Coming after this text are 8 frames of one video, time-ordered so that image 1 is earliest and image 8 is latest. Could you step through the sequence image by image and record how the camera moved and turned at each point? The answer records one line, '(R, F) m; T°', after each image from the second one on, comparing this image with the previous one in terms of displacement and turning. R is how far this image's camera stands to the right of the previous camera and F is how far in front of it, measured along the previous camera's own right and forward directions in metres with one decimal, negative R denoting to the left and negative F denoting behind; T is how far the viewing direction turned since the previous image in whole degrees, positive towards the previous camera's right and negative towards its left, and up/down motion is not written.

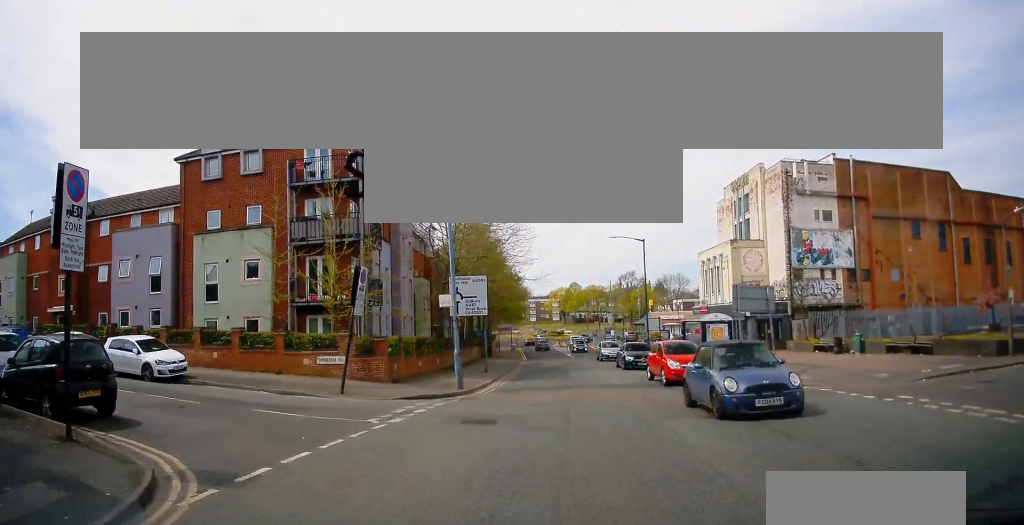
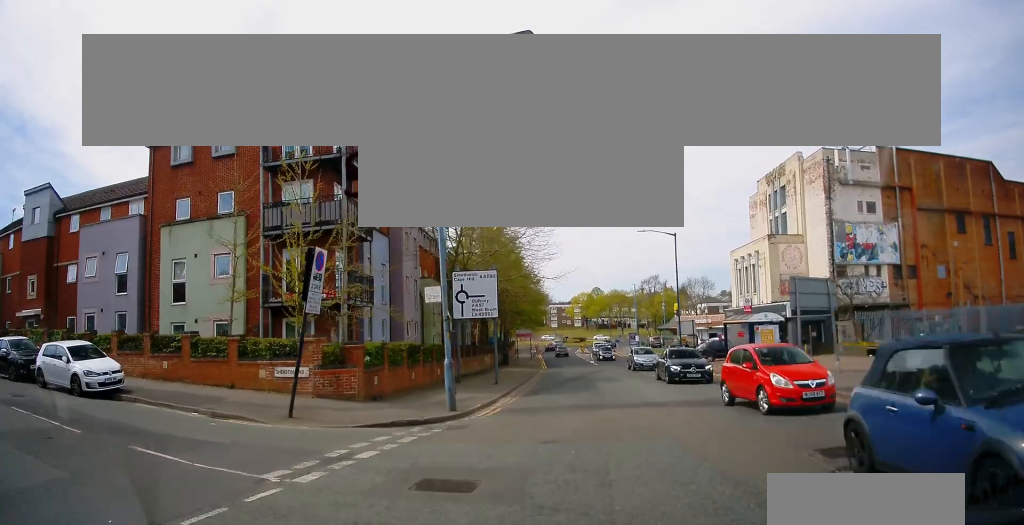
(0.0, +4.6) m; -1°
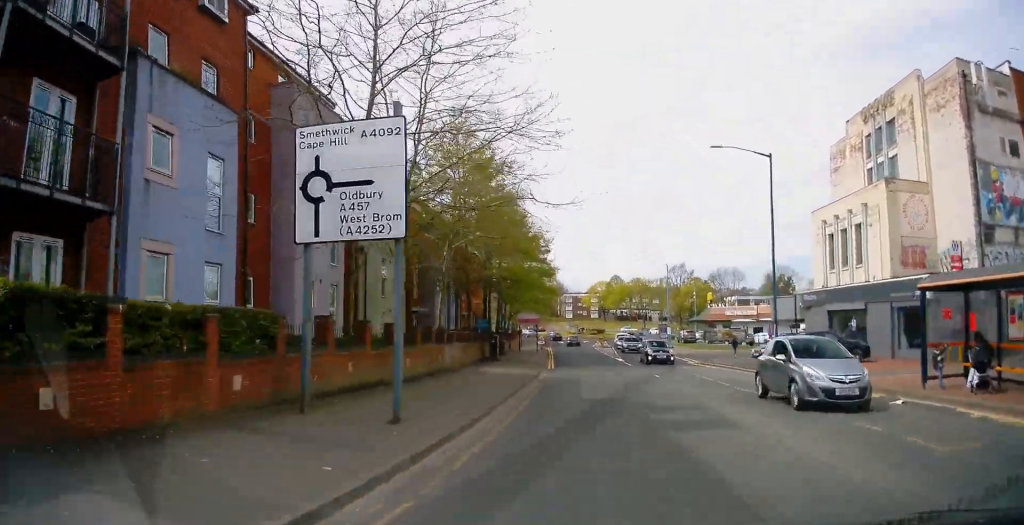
(-0.5, +16.2) m; 0°
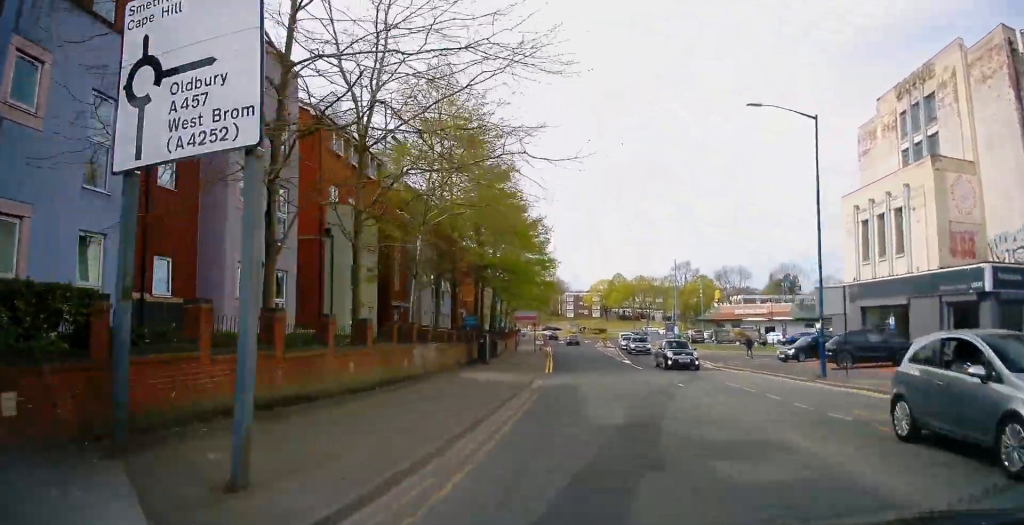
(0.0, +4.5) m; +1°
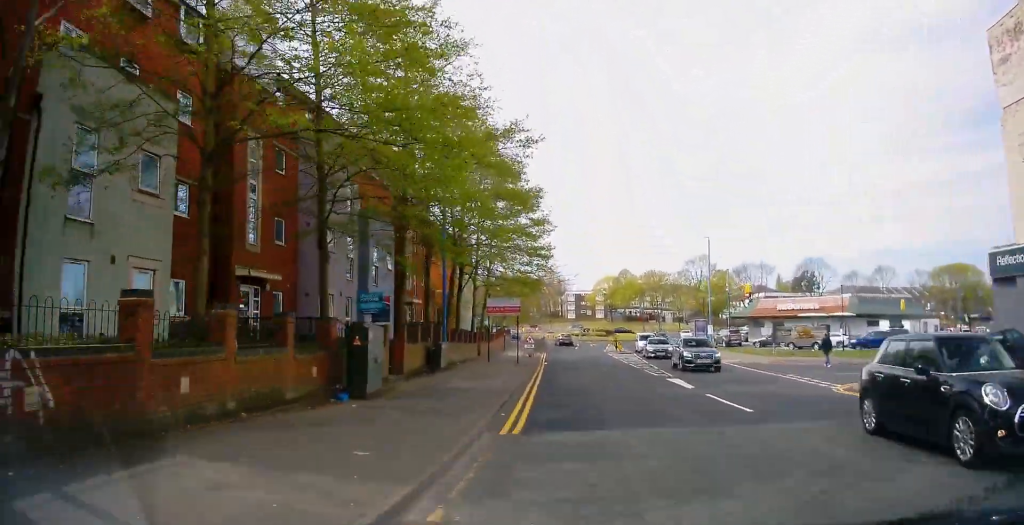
(-0.1, +16.9) m; -1°
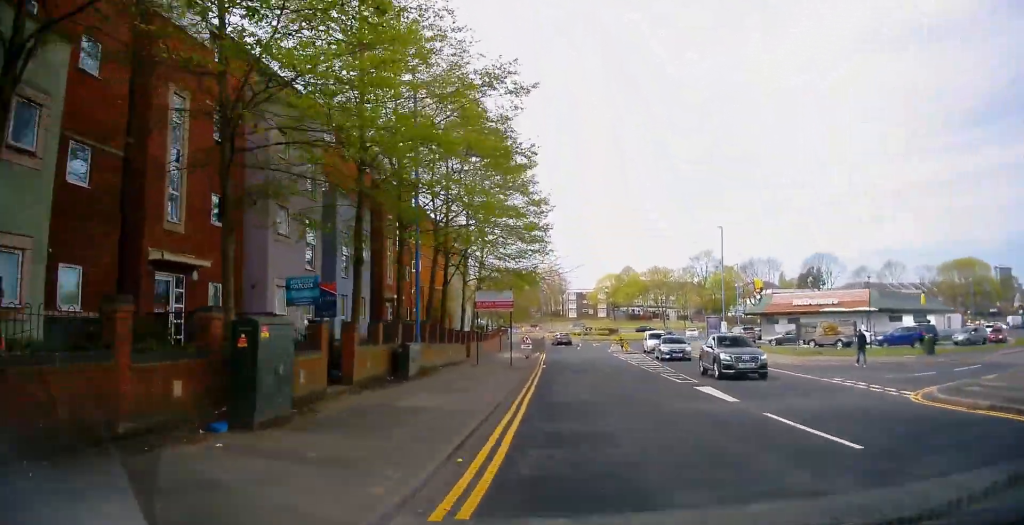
(0.0, +4.4) m; 0°
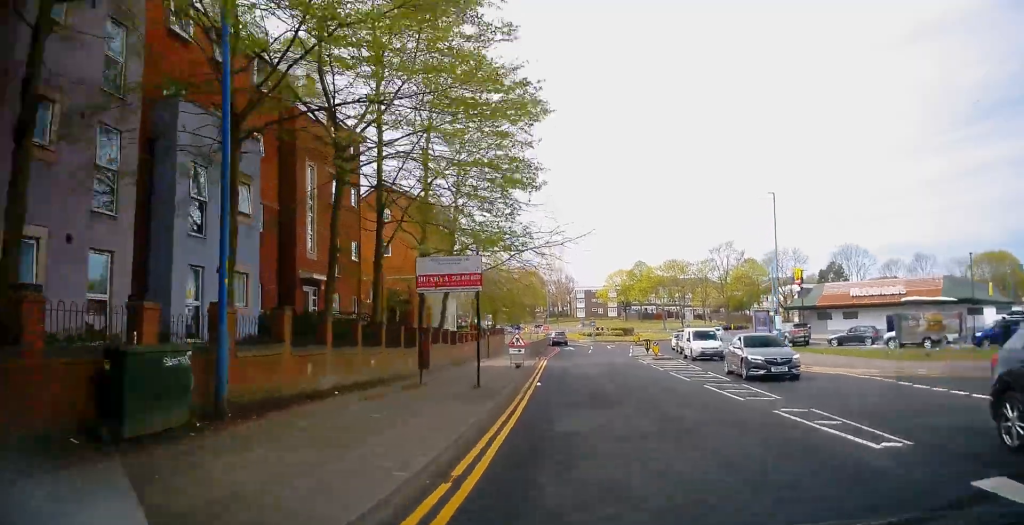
(+0.3, +12.1) m; -1°
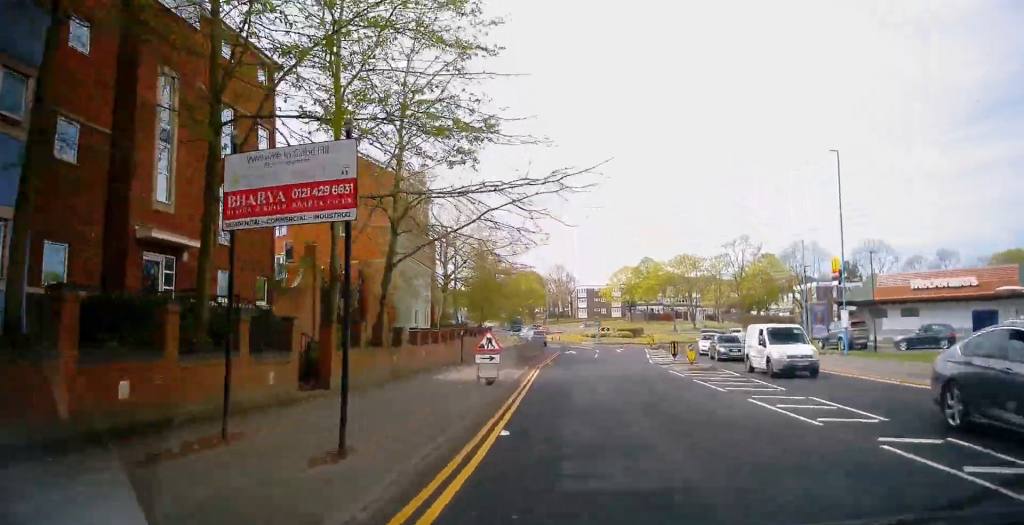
(-0.4, +10.0) m; -2°
